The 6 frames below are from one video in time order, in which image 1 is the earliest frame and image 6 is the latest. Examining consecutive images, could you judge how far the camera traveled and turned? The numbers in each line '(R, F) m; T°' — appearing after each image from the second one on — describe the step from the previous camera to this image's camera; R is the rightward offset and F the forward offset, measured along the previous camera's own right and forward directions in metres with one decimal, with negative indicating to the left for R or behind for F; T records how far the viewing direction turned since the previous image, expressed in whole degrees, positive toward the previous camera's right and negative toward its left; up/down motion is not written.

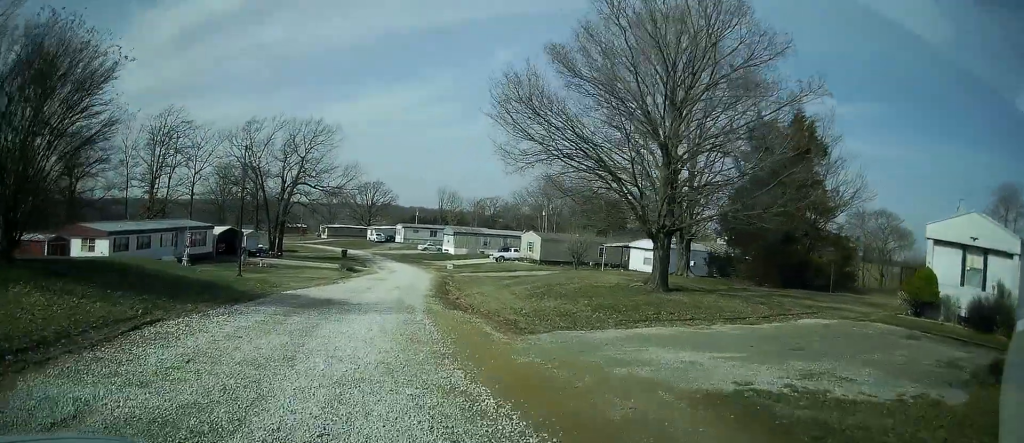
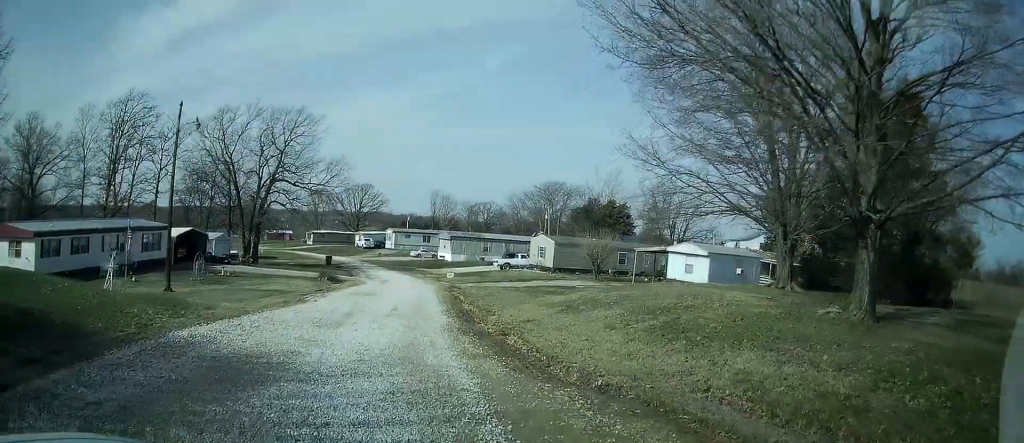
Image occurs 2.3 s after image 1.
(+0.1, +10.8) m; +2°
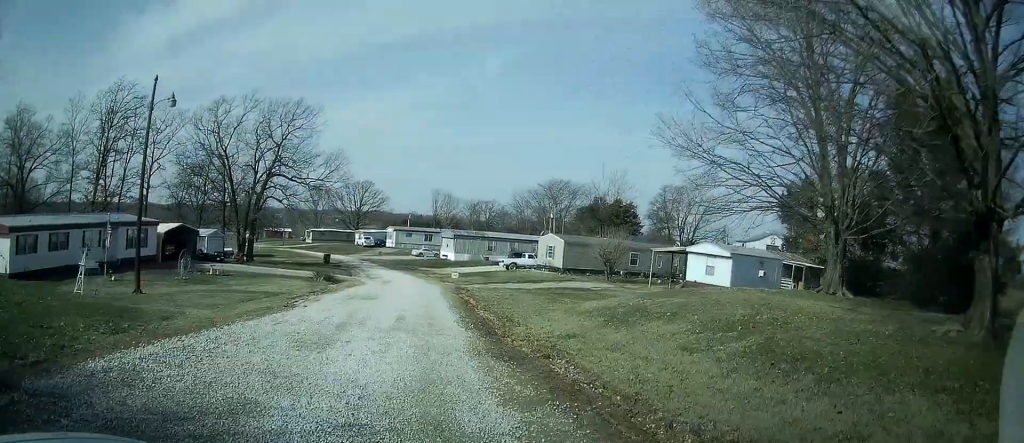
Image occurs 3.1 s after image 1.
(0.0, +3.8) m; 0°
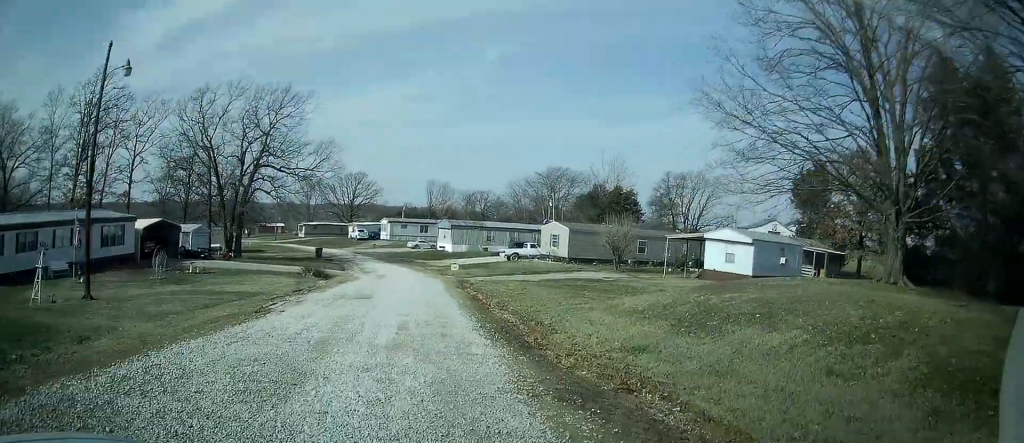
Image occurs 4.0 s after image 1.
(0.0, +4.1) m; 0°
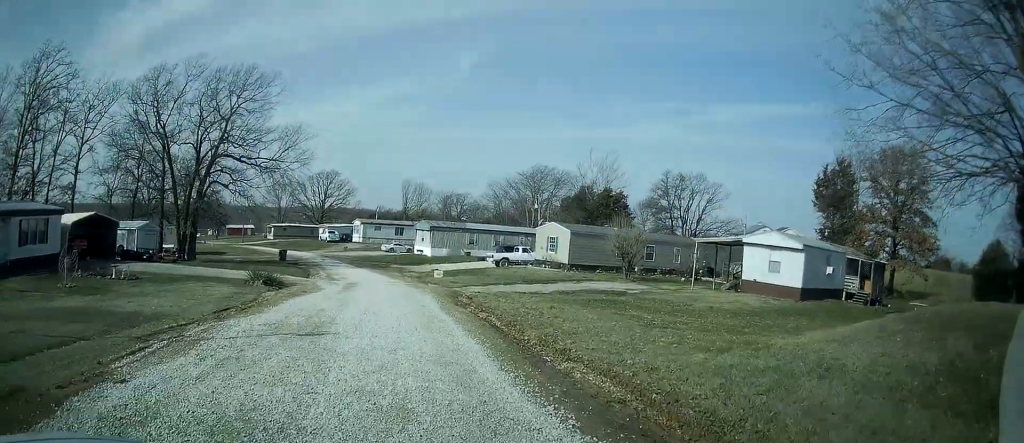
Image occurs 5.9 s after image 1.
(+0.2, +8.9) m; +1°
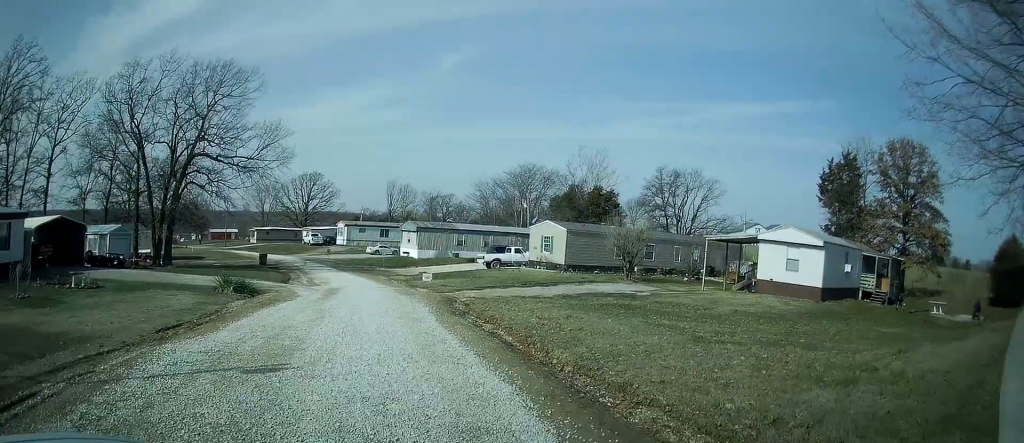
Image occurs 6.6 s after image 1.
(0.0, +3.1) m; 0°
